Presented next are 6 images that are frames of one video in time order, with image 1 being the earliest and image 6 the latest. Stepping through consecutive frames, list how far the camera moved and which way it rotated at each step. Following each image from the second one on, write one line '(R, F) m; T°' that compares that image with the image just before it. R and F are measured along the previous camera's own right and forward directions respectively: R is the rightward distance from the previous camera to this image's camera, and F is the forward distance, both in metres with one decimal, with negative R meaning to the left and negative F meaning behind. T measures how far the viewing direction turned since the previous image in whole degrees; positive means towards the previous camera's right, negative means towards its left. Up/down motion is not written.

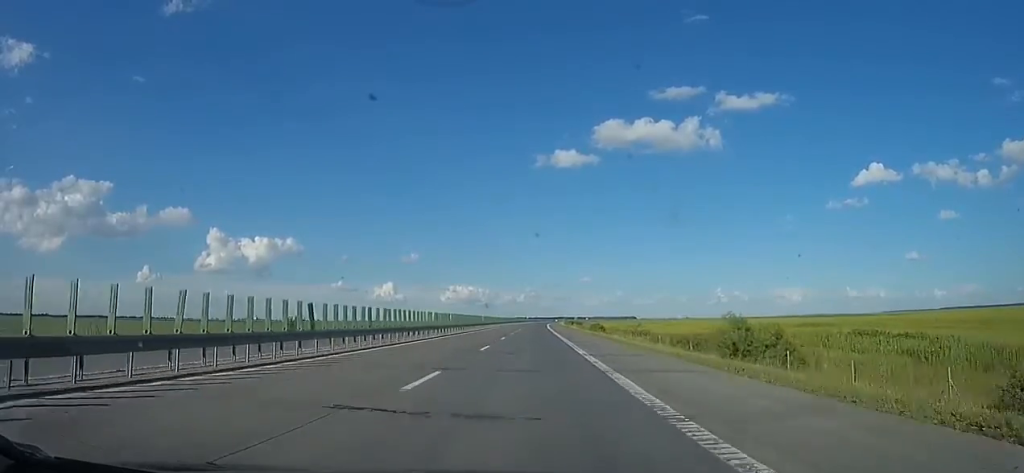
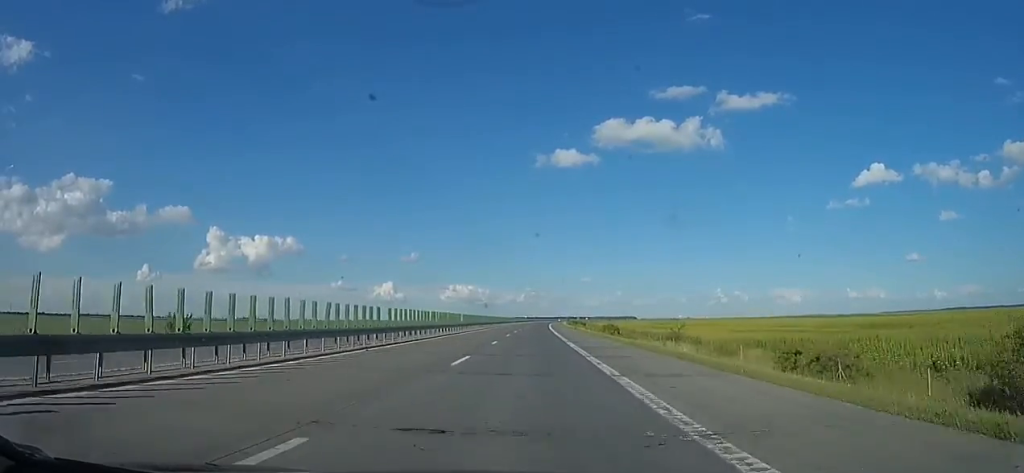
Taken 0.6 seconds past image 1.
(+0.2, +19.0) m; +1°
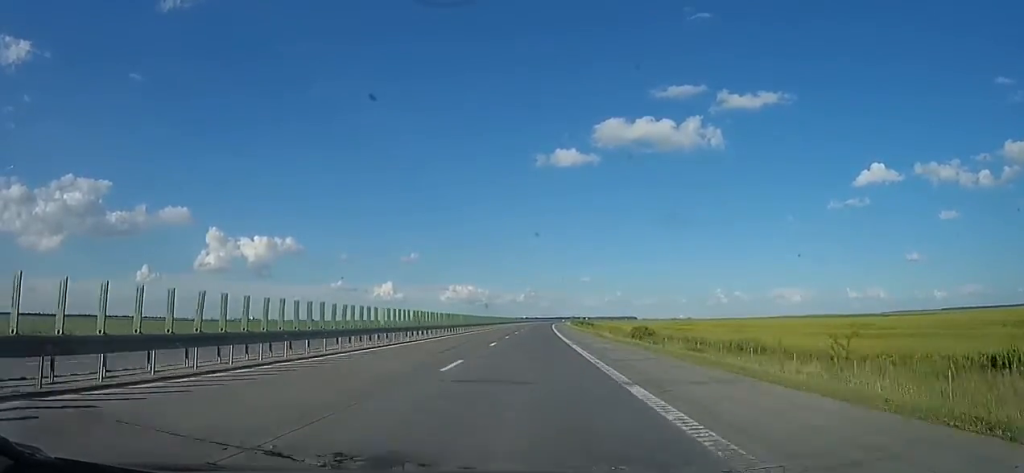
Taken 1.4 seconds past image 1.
(+0.4, +25.4) m; 0°
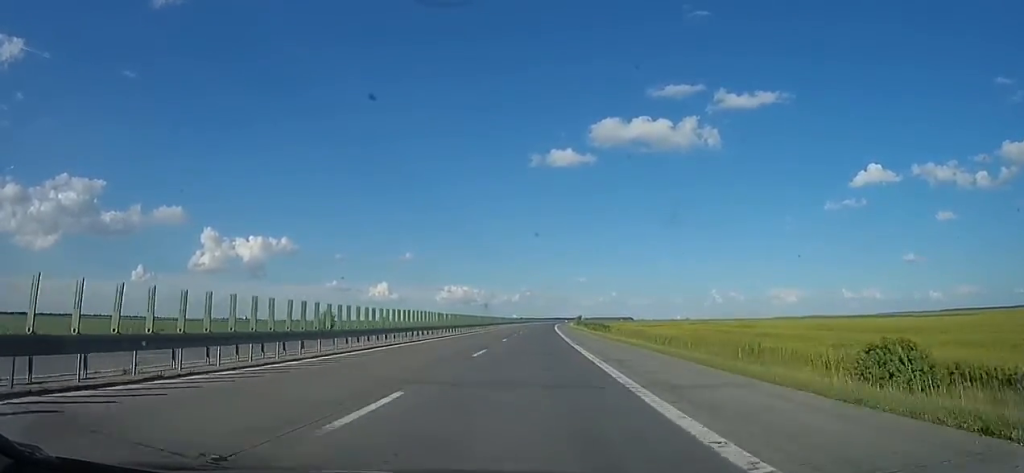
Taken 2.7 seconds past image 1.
(-0.3, +42.5) m; 0°
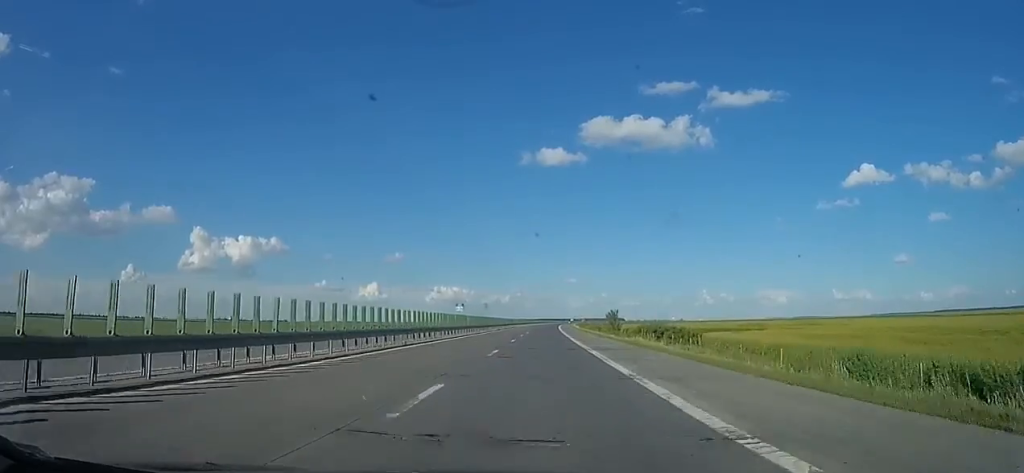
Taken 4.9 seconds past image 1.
(0.0, +70.3) m; +1°
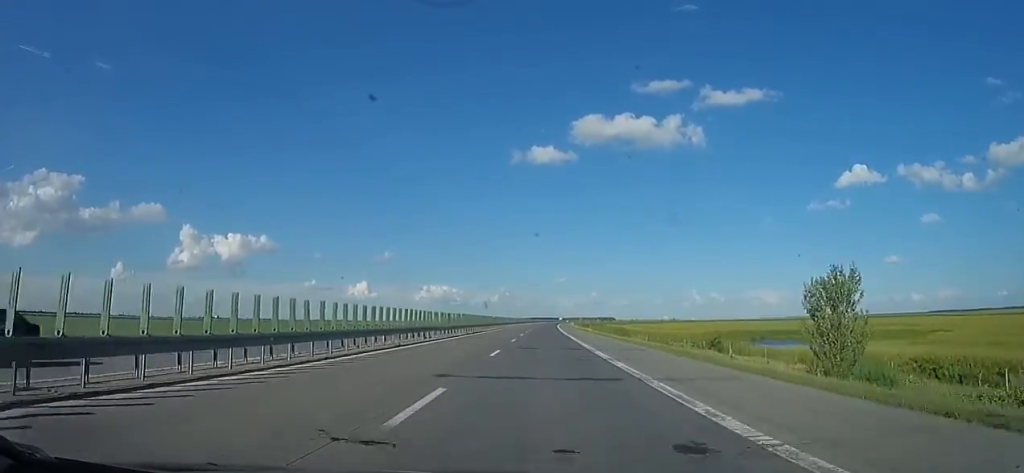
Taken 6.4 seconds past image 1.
(+1.6, +48.0) m; +2°
